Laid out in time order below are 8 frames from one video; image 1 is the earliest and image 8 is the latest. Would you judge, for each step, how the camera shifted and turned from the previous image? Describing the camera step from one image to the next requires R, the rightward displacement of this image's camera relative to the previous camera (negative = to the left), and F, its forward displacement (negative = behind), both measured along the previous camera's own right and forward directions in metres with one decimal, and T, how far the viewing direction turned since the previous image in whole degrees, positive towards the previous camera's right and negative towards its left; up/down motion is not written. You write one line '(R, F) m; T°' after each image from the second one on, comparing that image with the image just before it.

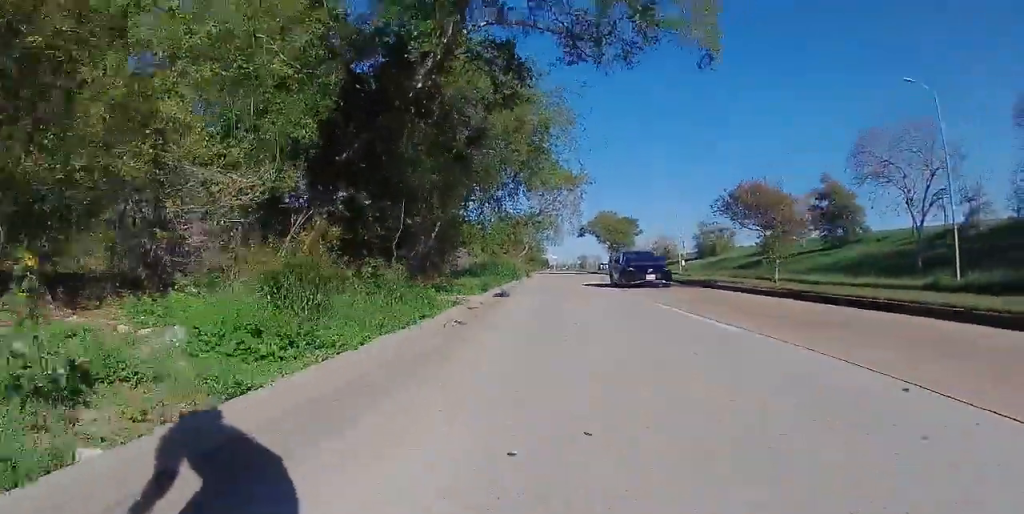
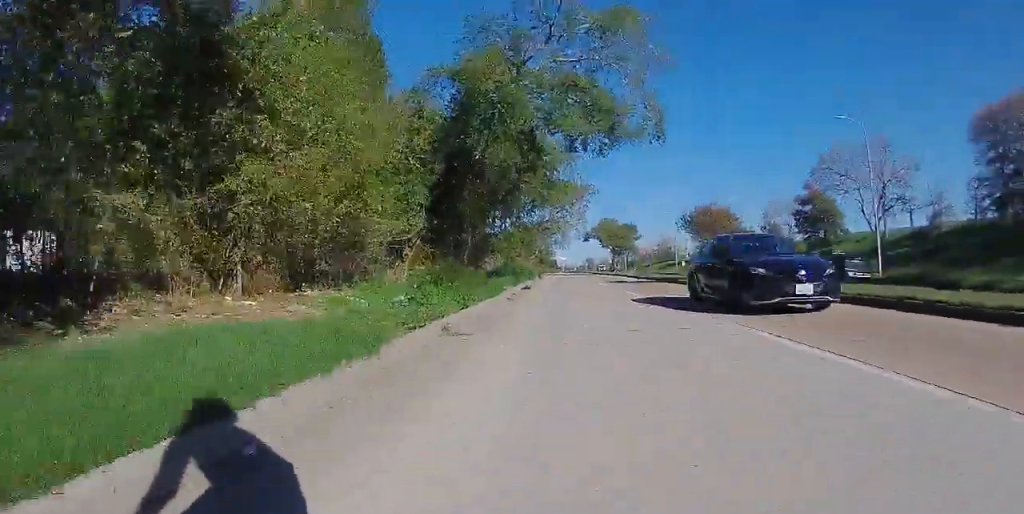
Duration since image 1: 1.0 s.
(+0.2, +7.9) m; +1°
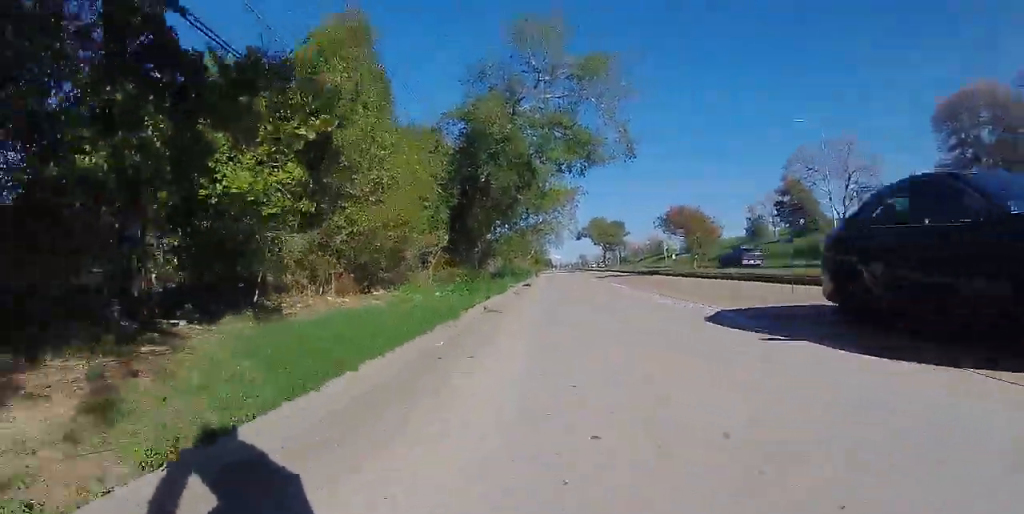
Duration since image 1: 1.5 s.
(0.0, +4.7) m; -1°
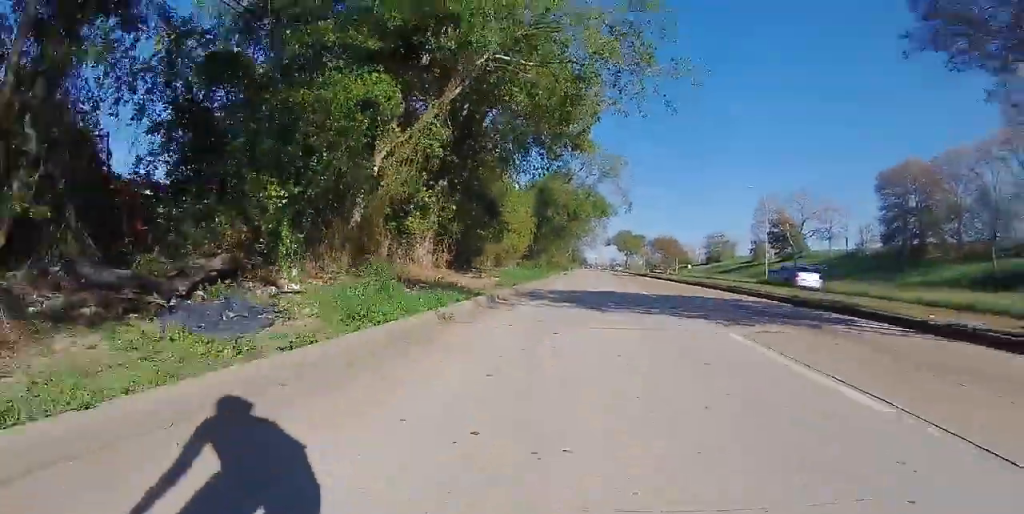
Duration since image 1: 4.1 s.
(-0.9, +21.9) m; 0°
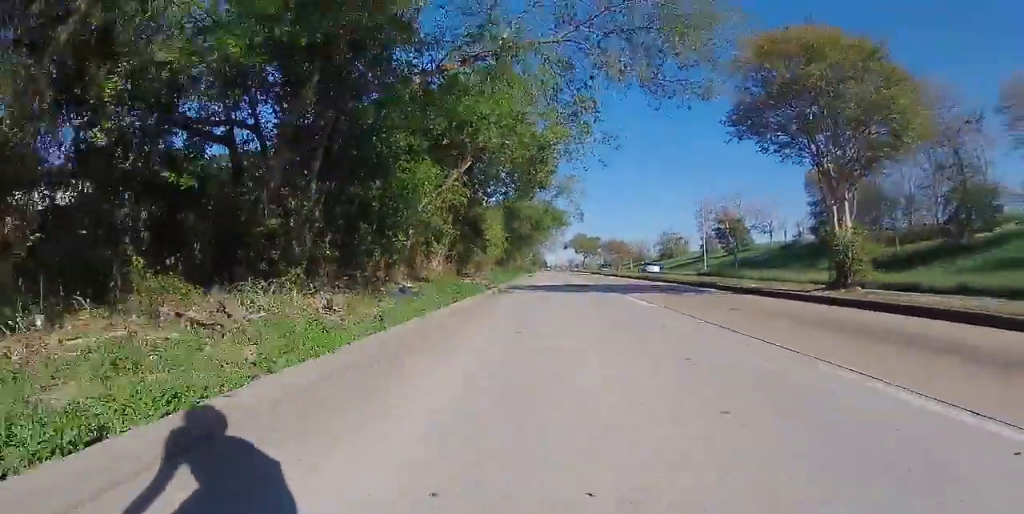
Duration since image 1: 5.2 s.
(+0.5, +9.7) m; +3°
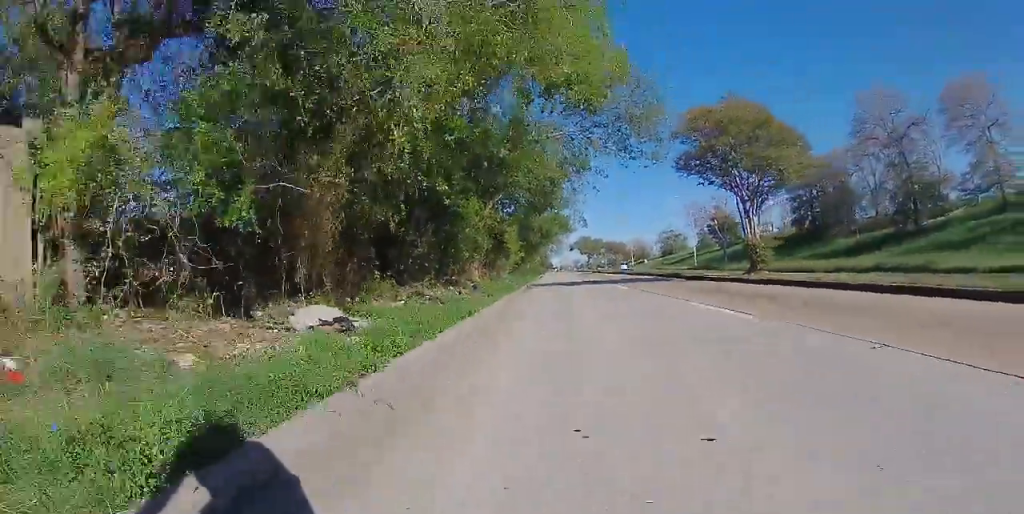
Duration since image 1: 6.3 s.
(0.0, +8.7) m; 0°
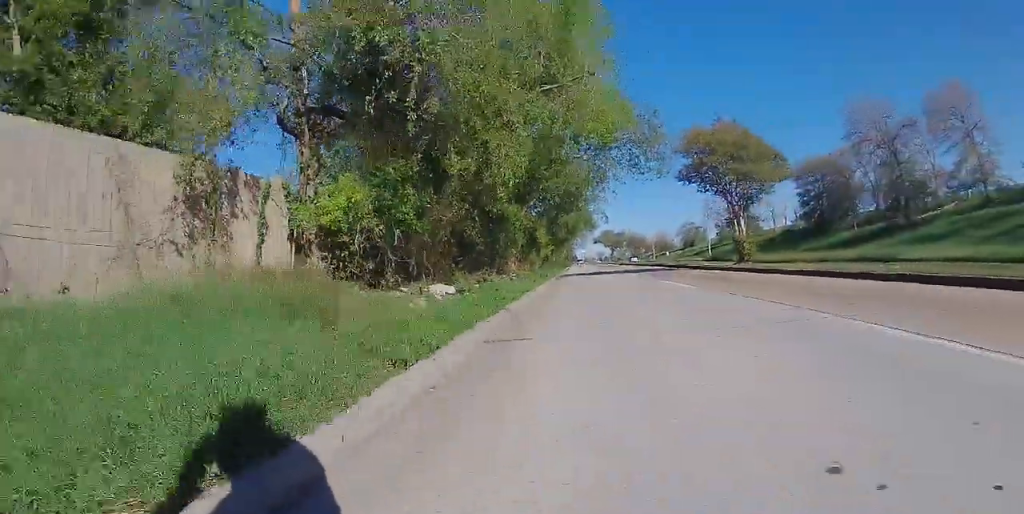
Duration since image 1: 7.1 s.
(0.0, +4.8) m; +1°
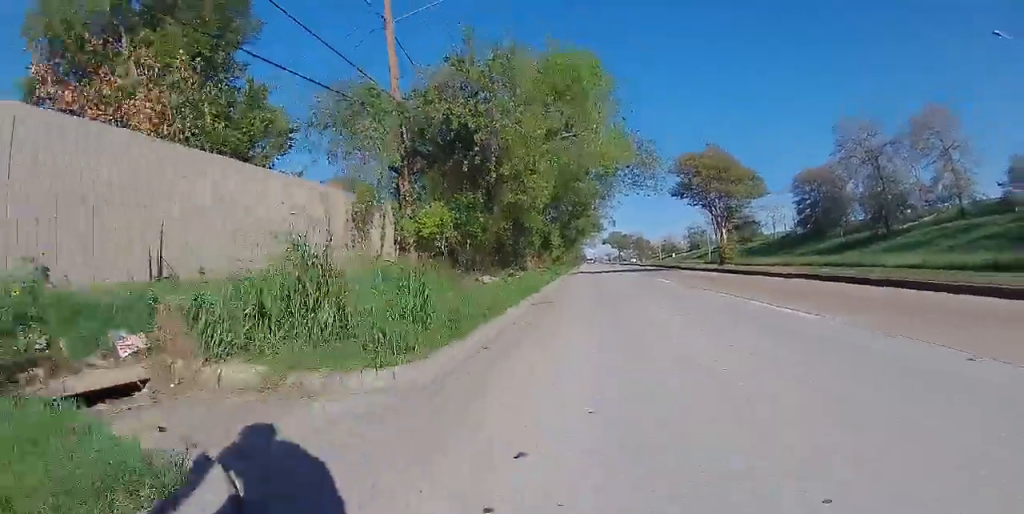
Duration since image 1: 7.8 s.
(0.0, +5.0) m; -2°
